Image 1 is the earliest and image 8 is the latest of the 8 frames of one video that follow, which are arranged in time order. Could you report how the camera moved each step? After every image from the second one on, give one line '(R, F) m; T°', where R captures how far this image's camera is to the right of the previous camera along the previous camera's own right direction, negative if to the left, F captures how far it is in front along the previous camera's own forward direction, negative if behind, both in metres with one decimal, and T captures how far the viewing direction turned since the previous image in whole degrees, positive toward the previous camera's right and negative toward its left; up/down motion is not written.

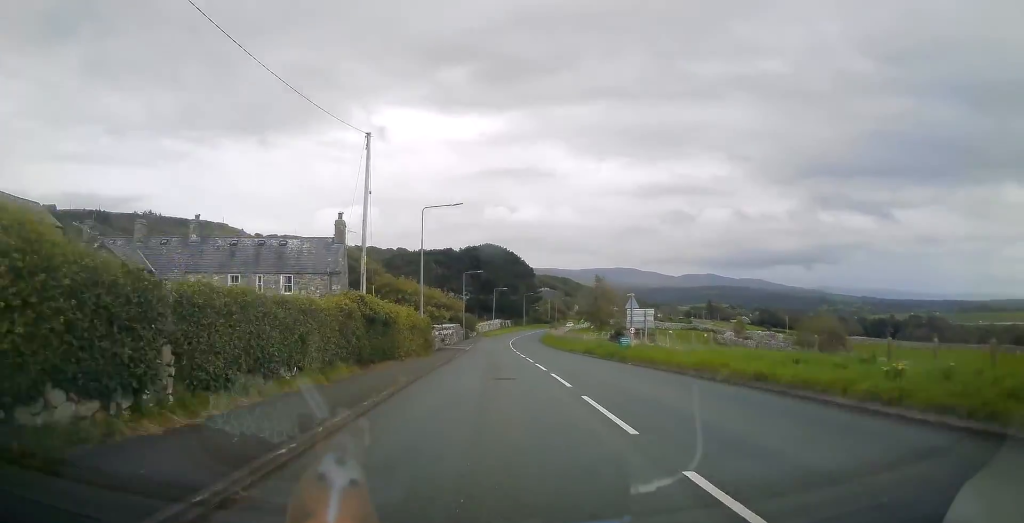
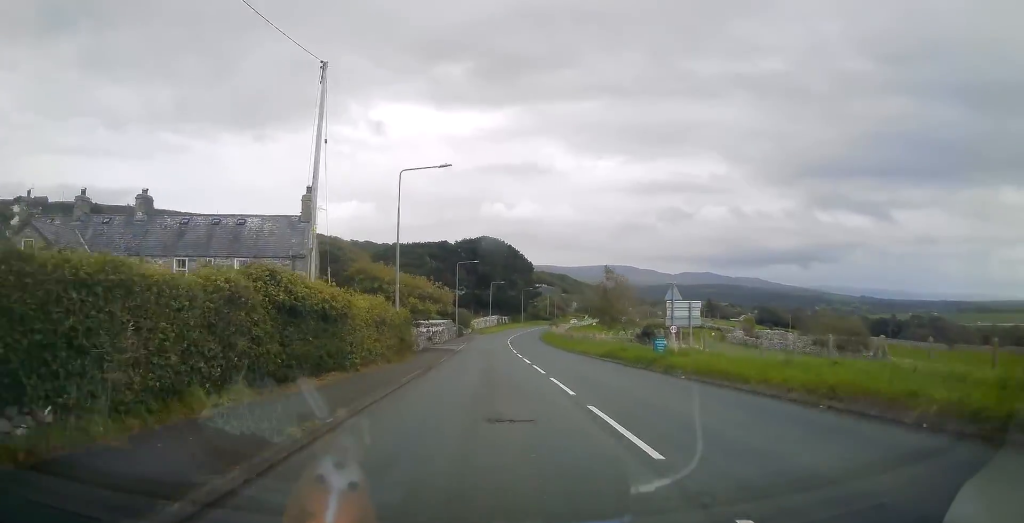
(0.0, +7.5) m; 0°
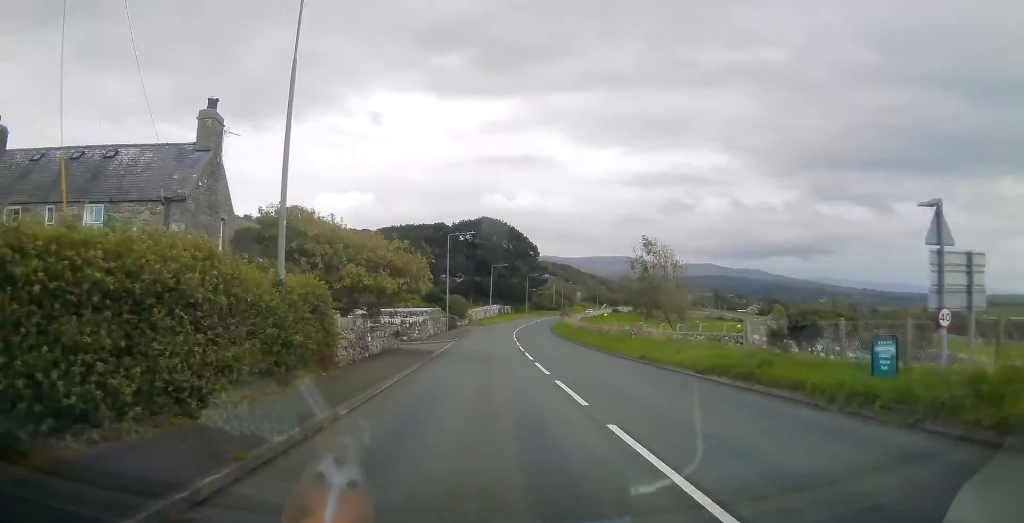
(0.0, +14.5) m; 0°
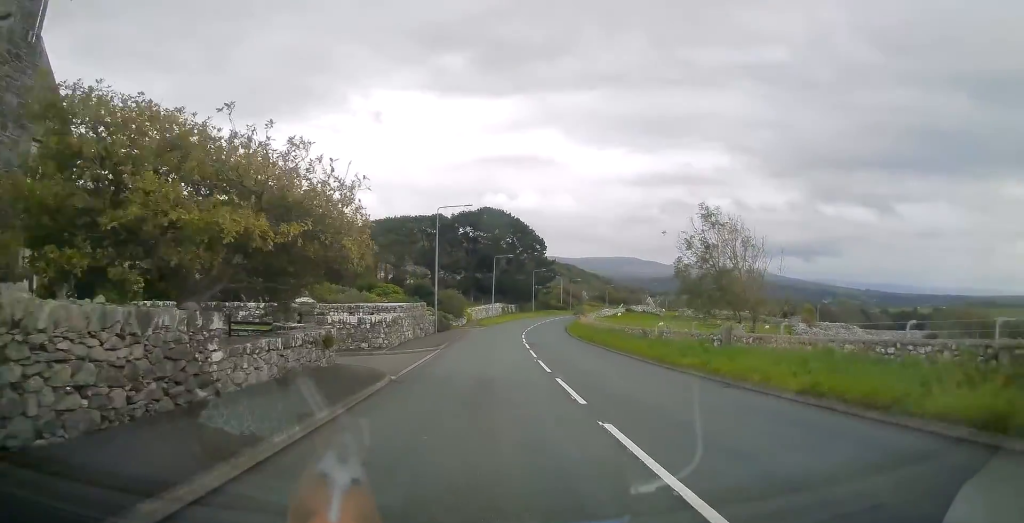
(+0.1, +11.9) m; 0°
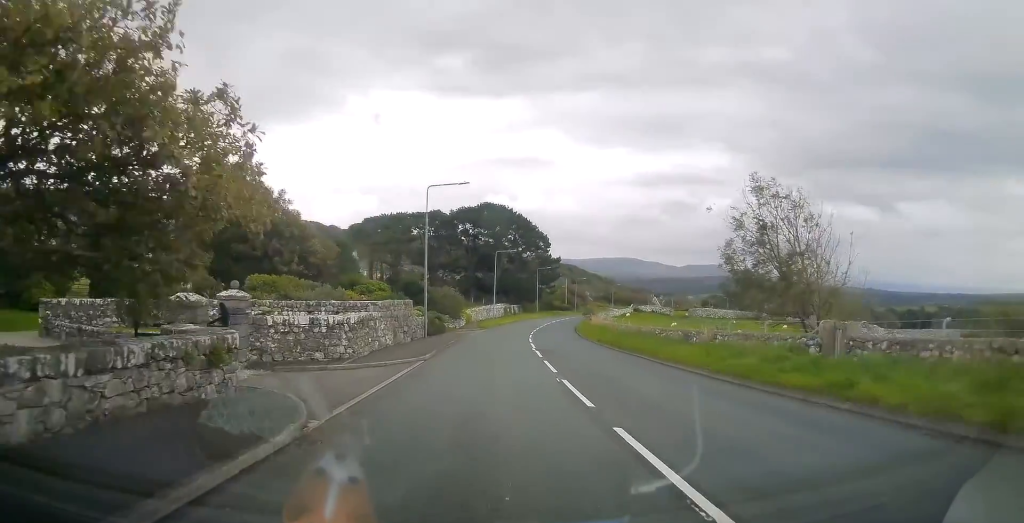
(0.0, +6.5) m; 0°
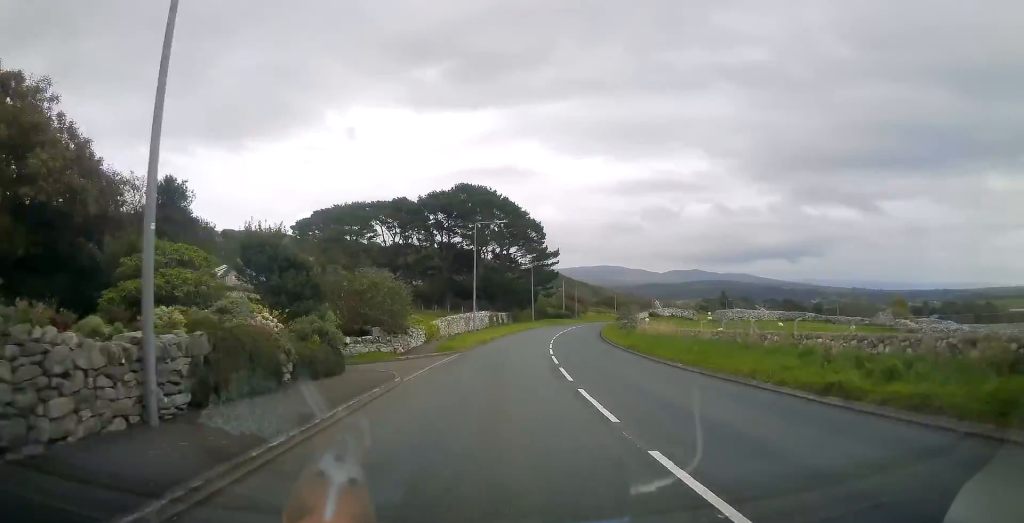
(+0.1, +25.2) m; +2°
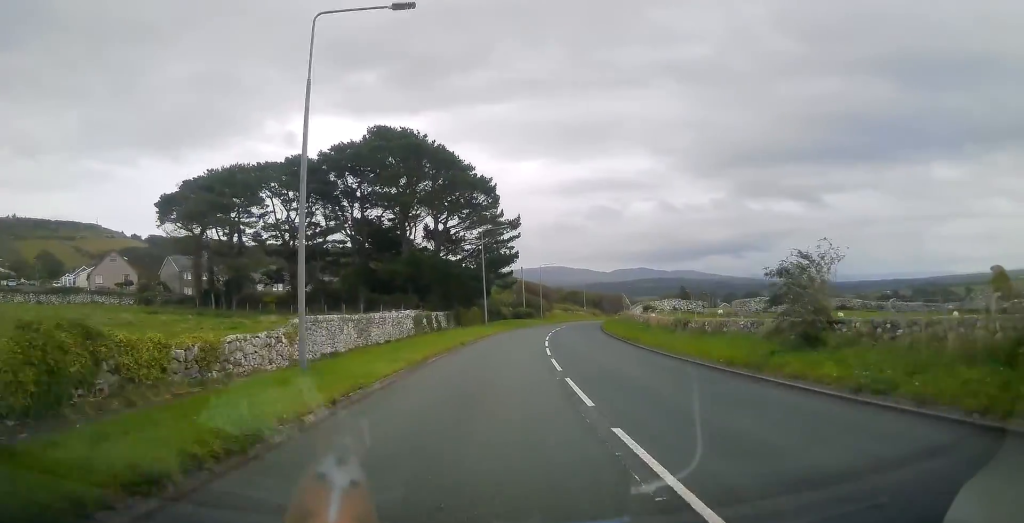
(+0.8, +29.3) m; +3°
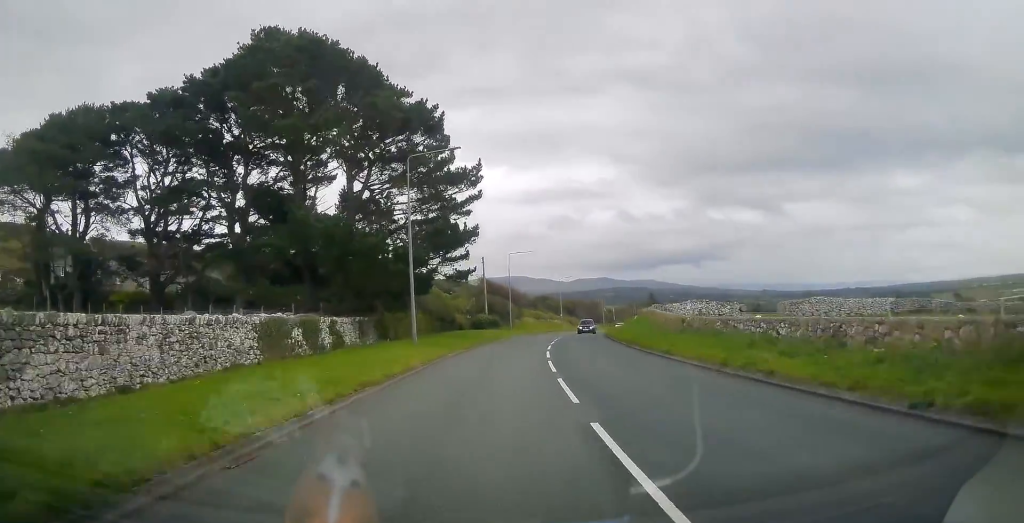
(+0.9, +23.8) m; +4°
